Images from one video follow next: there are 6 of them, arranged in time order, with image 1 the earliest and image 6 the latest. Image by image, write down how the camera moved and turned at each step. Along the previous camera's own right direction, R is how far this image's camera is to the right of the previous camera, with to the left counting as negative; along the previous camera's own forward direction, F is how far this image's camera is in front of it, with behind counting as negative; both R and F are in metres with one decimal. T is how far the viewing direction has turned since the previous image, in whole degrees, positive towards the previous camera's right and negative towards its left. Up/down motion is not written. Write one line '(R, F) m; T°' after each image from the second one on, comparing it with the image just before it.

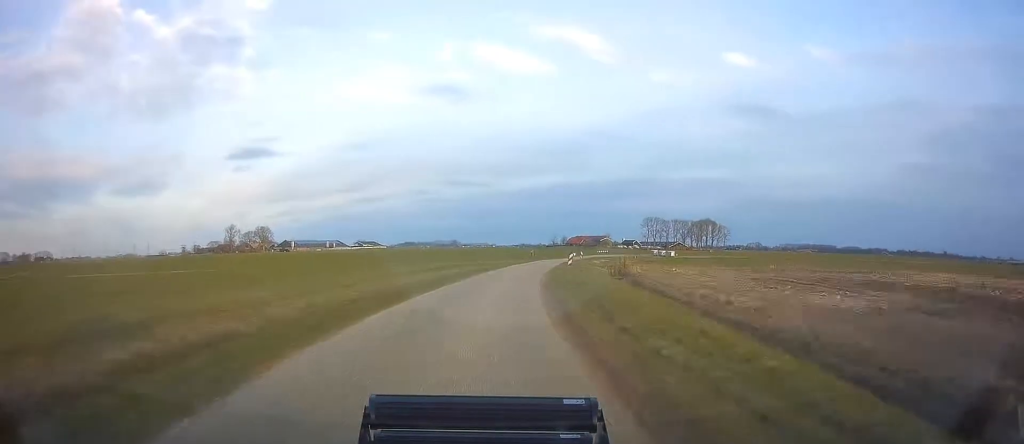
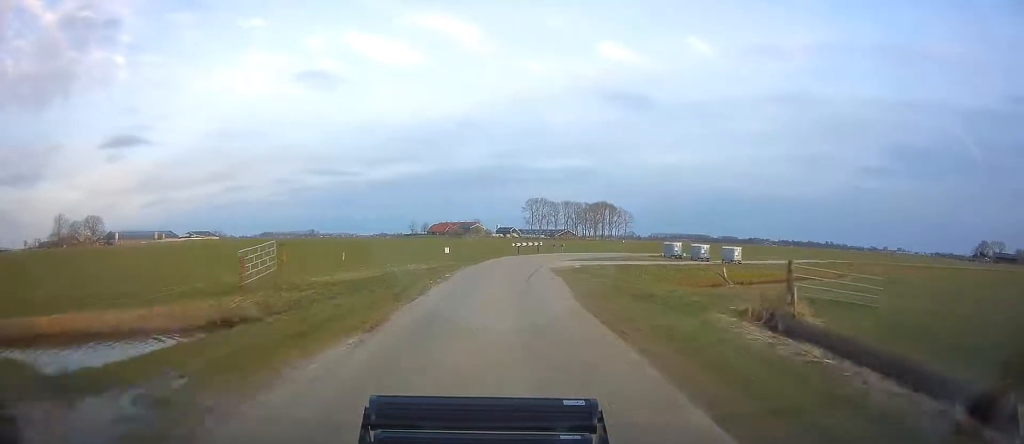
(+9.4, +76.6) m; +14°
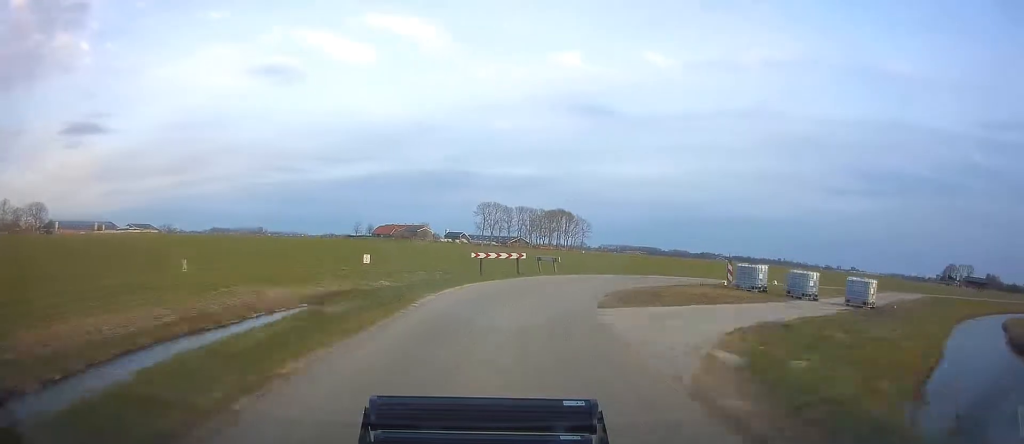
(+0.8, +20.5) m; +7°
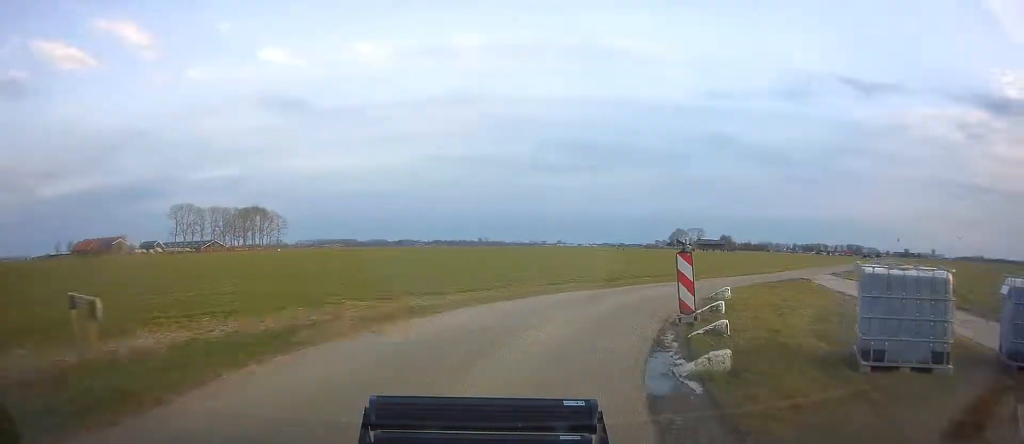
(+4.8, +21.5) m; +29°
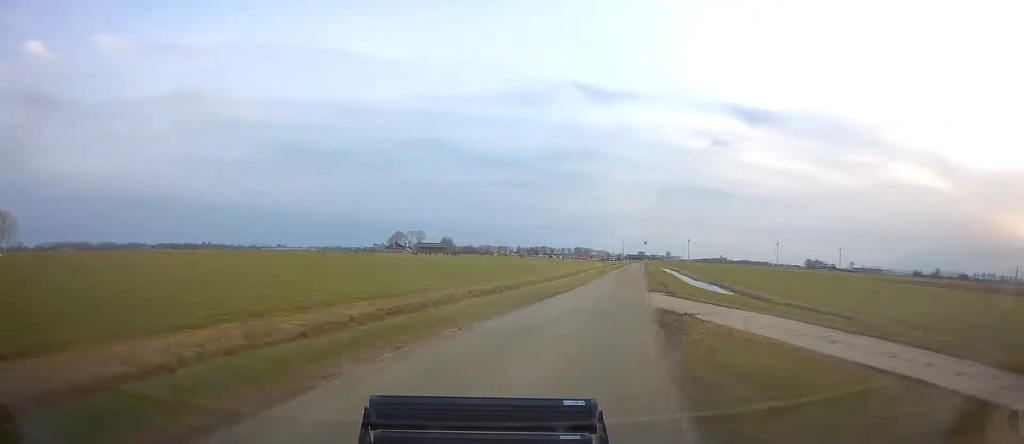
(+2.8, +13.3) m; +21°
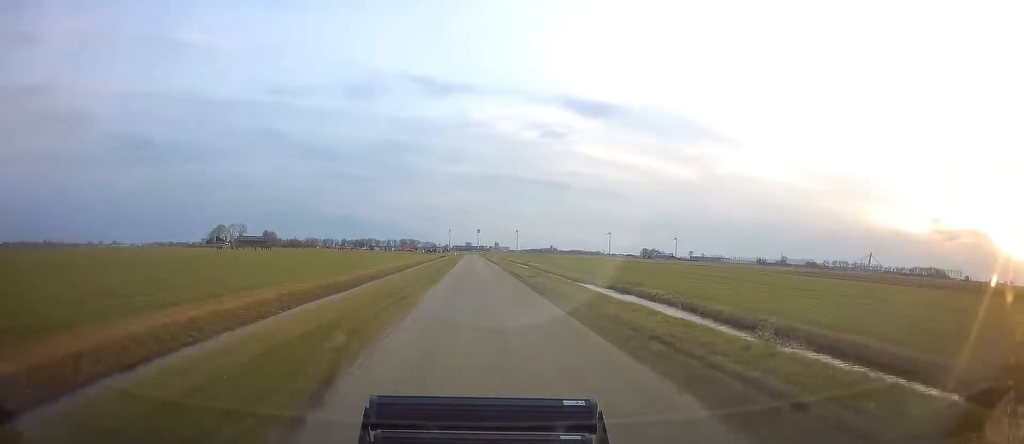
(+5.9, +26.3) m; +17°
